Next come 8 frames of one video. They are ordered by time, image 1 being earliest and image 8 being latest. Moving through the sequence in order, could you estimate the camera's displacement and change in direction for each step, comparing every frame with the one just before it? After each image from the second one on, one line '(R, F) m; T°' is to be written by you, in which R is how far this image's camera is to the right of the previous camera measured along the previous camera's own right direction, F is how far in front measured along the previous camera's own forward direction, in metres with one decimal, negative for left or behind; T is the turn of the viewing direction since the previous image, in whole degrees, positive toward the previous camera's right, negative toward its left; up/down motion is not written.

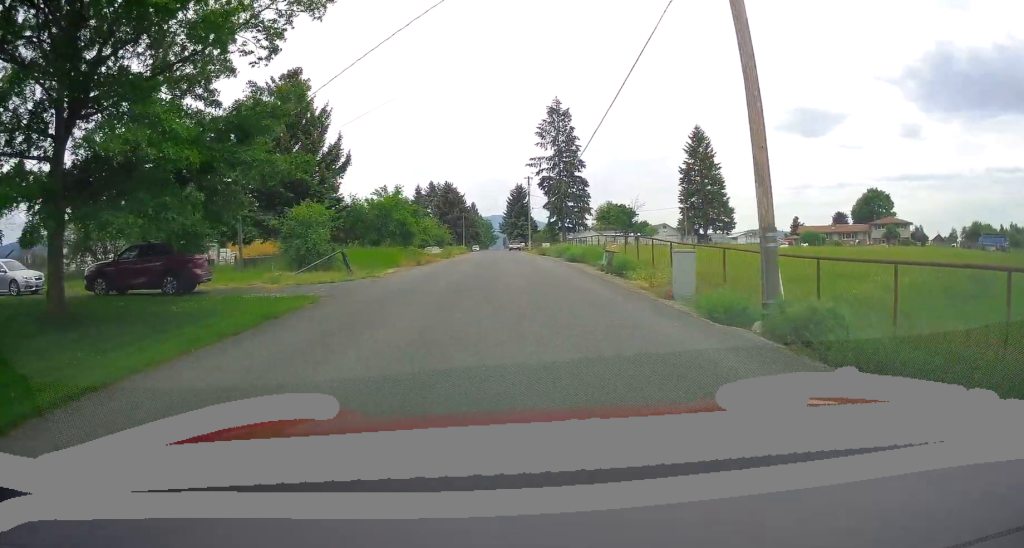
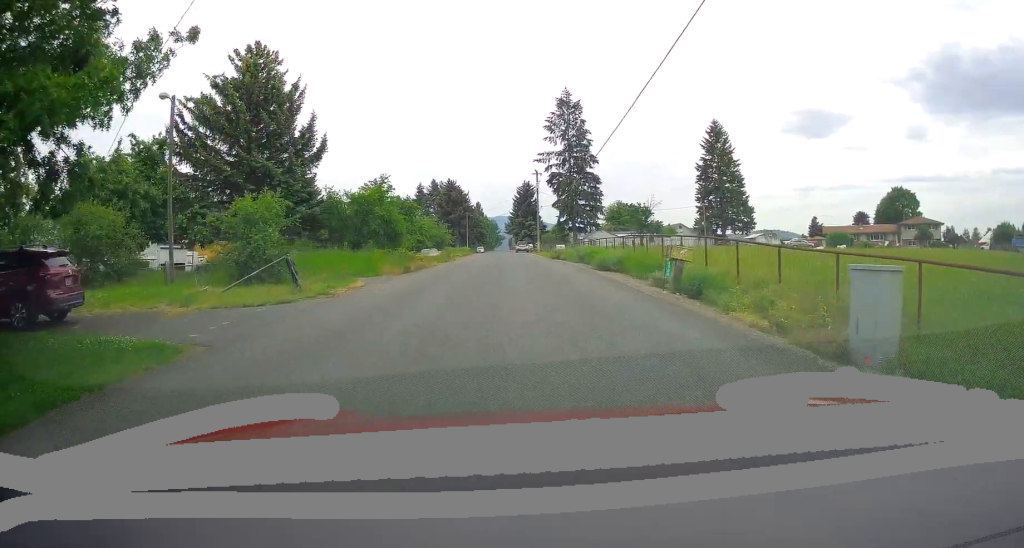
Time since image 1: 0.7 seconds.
(+0.5, +7.6) m; +1°
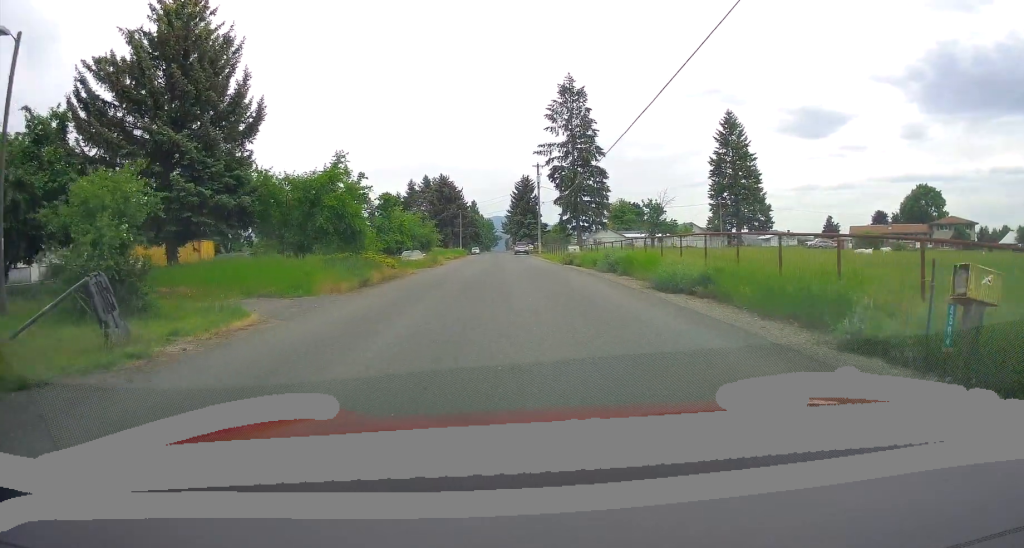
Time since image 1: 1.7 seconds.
(-0.1, +10.4) m; 0°
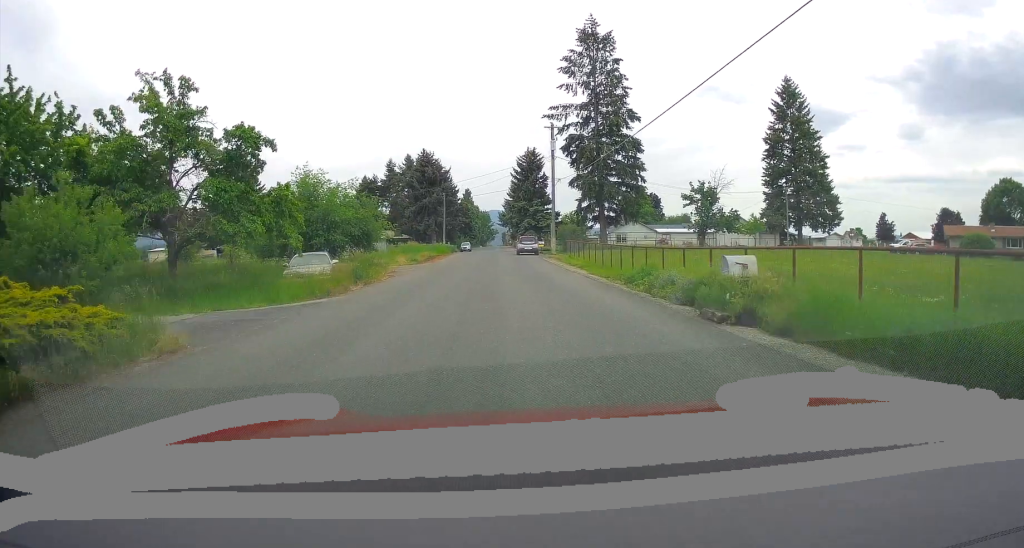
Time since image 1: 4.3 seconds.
(-0.8, +26.0) m; -1°
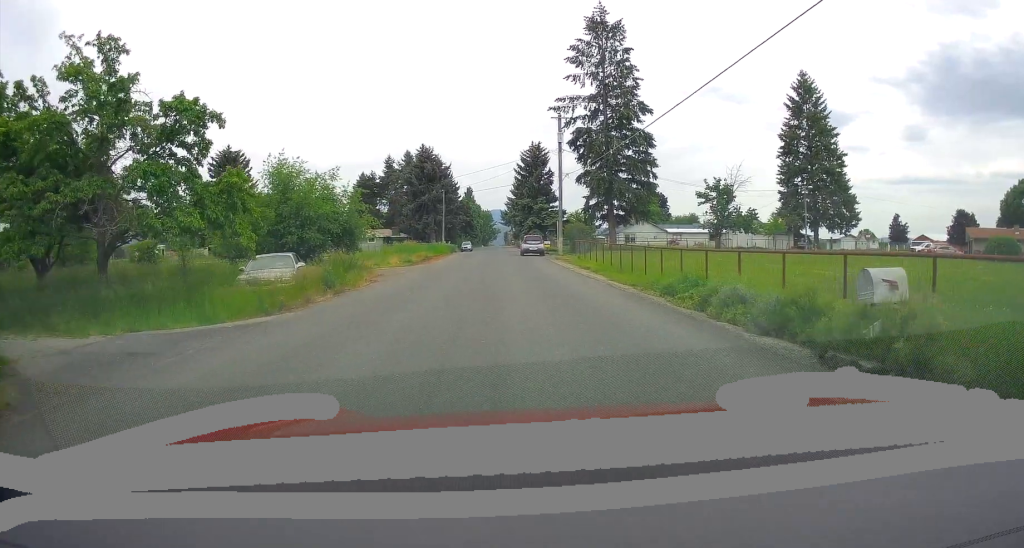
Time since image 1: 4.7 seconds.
(+0.2, +4.6) m; +2°
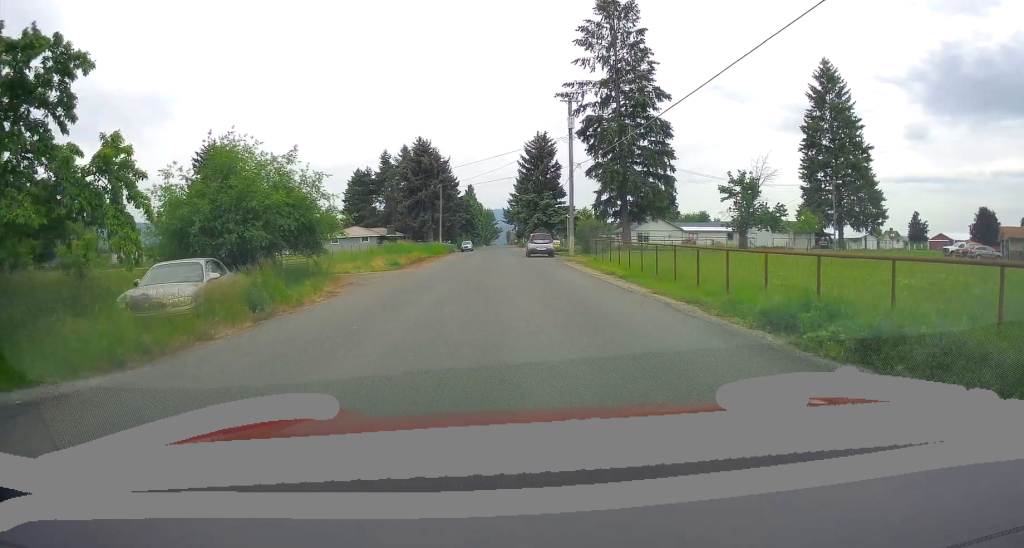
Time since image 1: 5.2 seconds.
(+0.1, +6.0) m; 0°
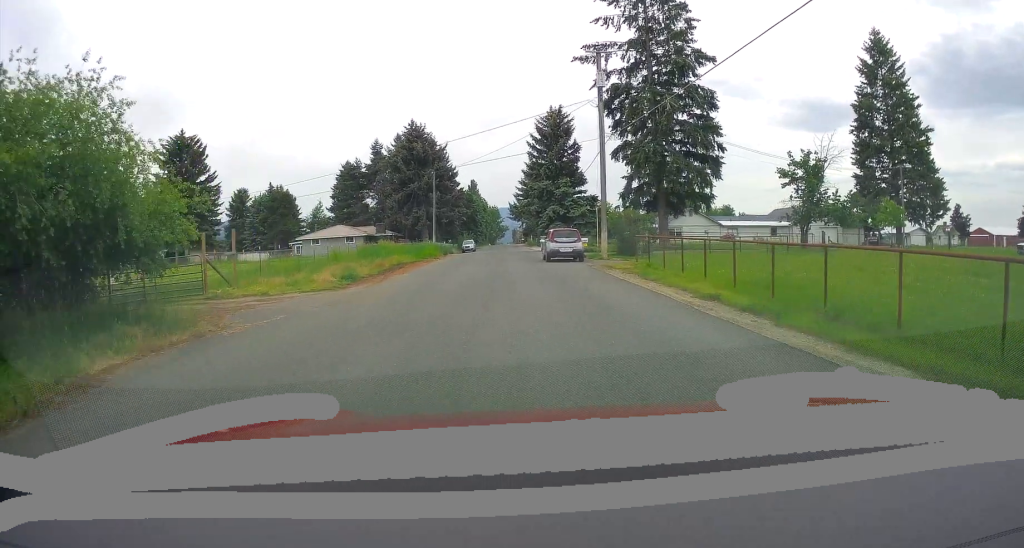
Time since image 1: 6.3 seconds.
(-0.3, +12.1) m; -3°
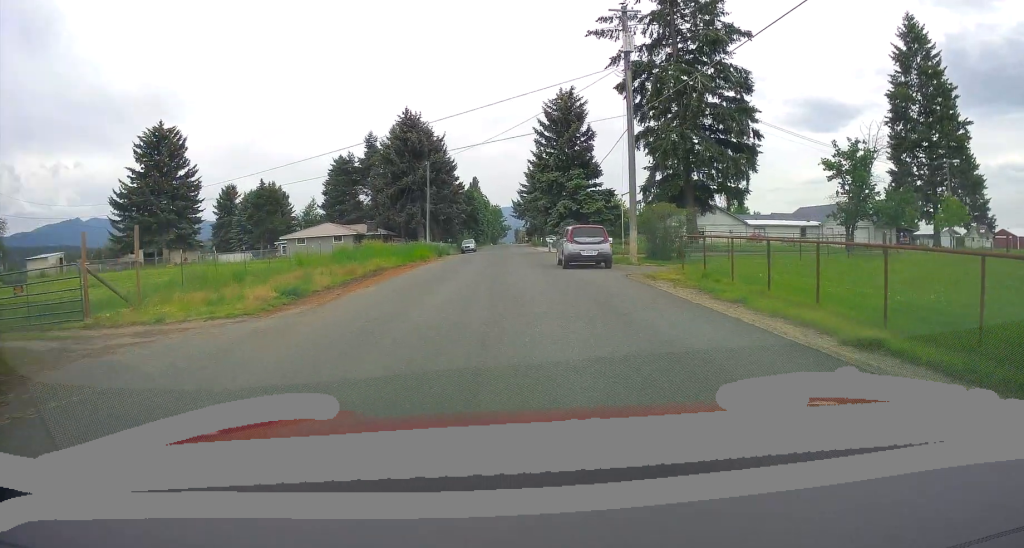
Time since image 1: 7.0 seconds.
(-0.5, +6.9) m; 0°
